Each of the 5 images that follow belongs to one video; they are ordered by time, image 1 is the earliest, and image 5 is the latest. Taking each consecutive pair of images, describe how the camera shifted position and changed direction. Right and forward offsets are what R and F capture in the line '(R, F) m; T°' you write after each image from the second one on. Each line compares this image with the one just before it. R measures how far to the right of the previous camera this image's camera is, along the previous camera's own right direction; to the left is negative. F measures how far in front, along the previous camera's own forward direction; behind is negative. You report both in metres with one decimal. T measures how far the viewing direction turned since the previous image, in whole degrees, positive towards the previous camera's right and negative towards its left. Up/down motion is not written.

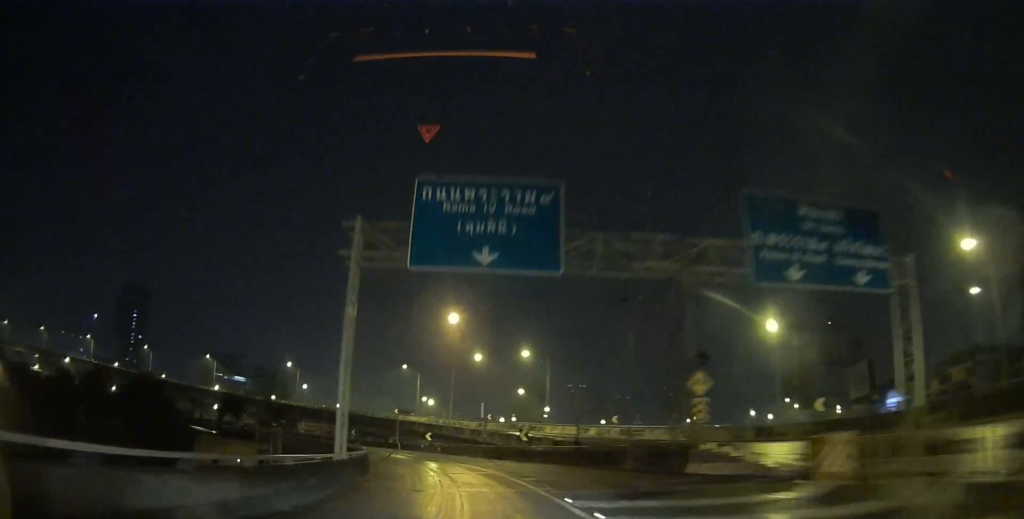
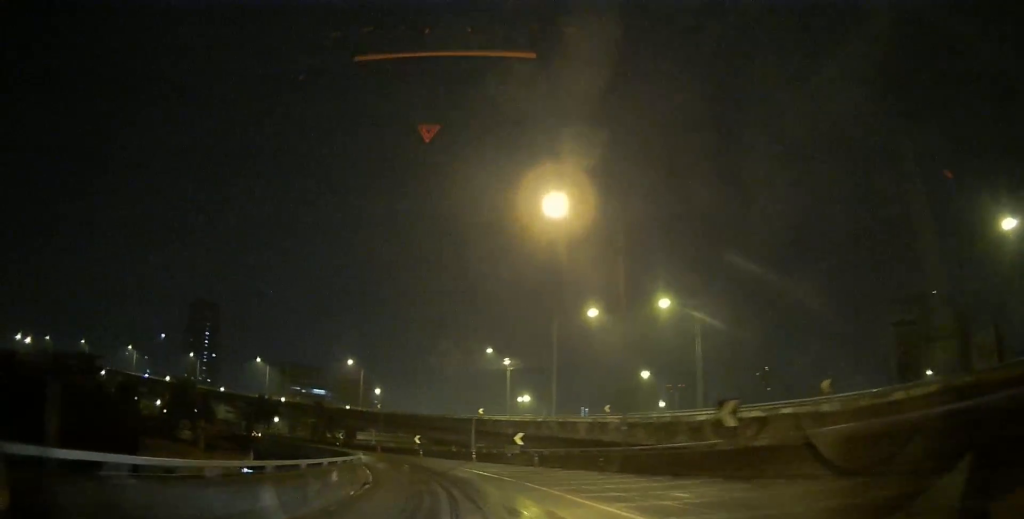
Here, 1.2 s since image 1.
(-1.5, +24.4) m; -8°
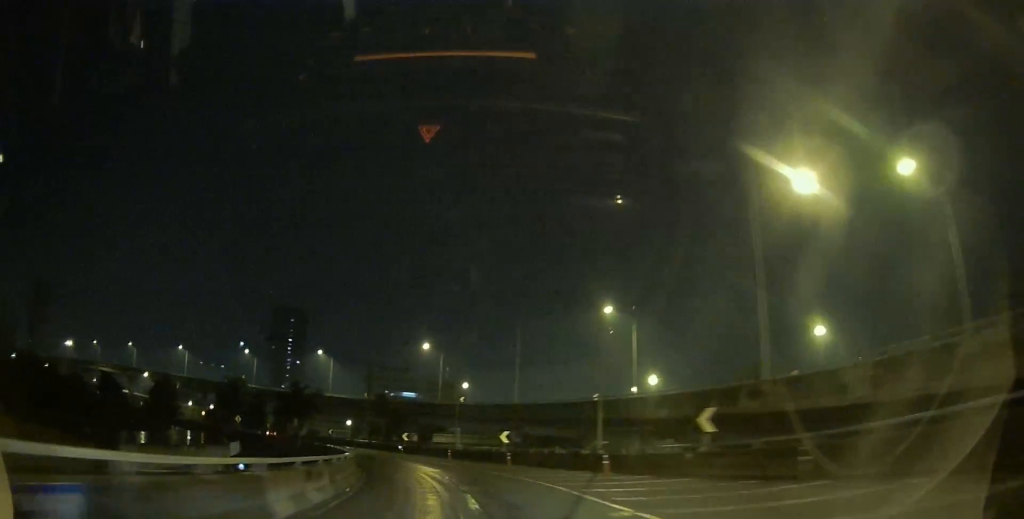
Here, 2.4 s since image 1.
(-1.5, +22.1) m; -10°
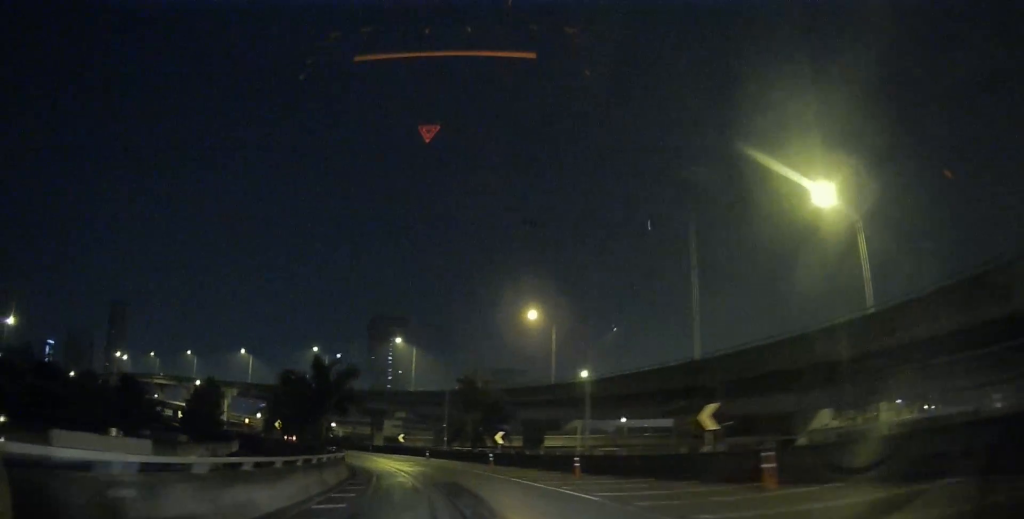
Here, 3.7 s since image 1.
(-2.9, +24.5) m; -12°
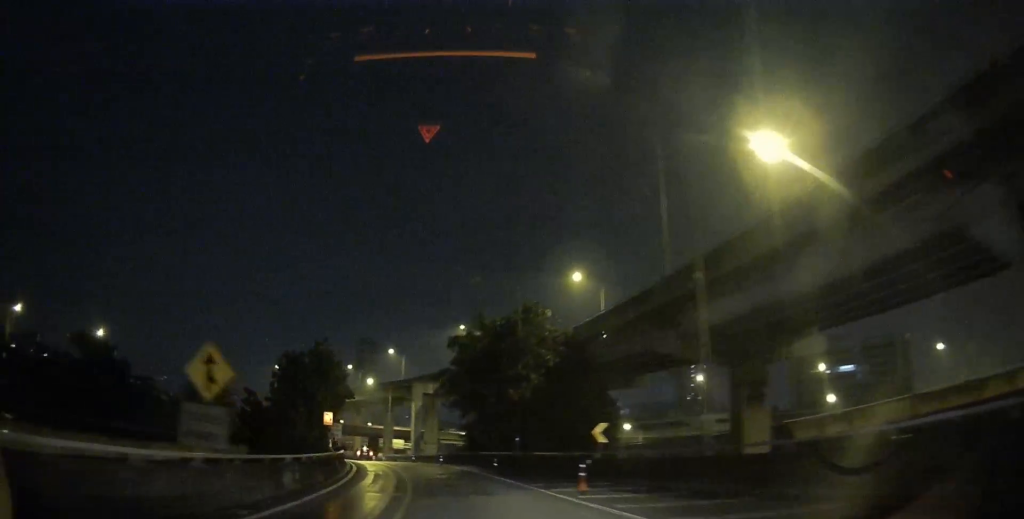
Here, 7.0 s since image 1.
(-16.3, +60.9) m; -30°
